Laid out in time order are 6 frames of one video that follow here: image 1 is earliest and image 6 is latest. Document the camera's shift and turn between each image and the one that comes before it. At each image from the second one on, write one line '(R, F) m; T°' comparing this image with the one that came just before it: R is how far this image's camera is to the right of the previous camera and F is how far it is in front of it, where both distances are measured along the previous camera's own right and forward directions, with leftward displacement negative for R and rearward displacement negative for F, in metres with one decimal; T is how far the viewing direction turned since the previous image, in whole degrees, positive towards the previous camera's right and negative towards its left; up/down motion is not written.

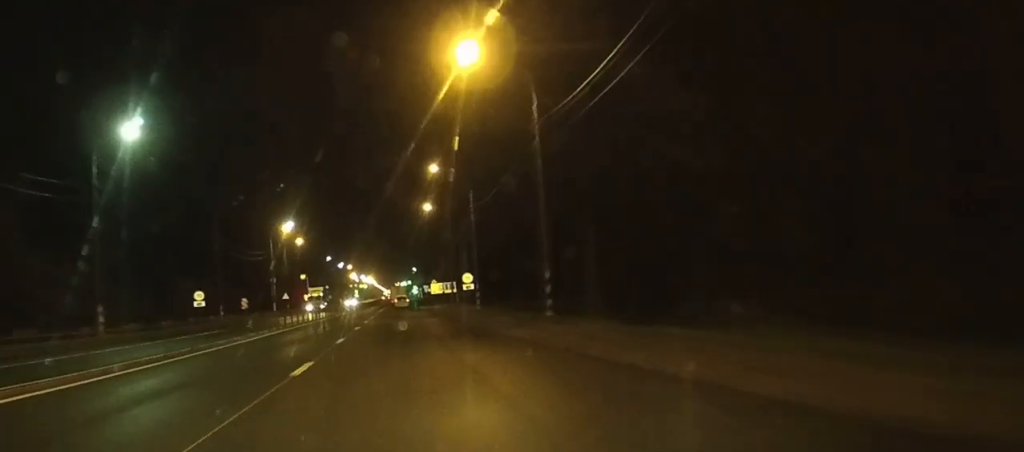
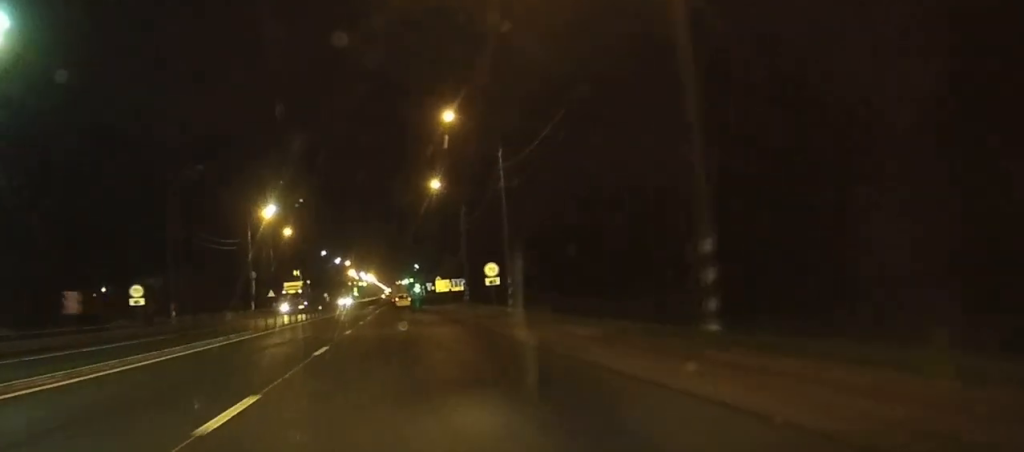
(0.0, +18.5) m; 0°
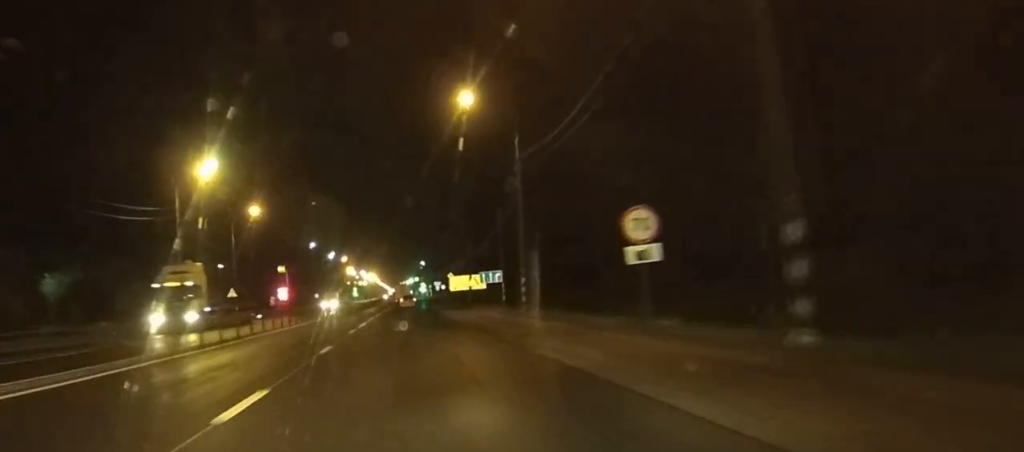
(0.0, +34.4) m; 0°
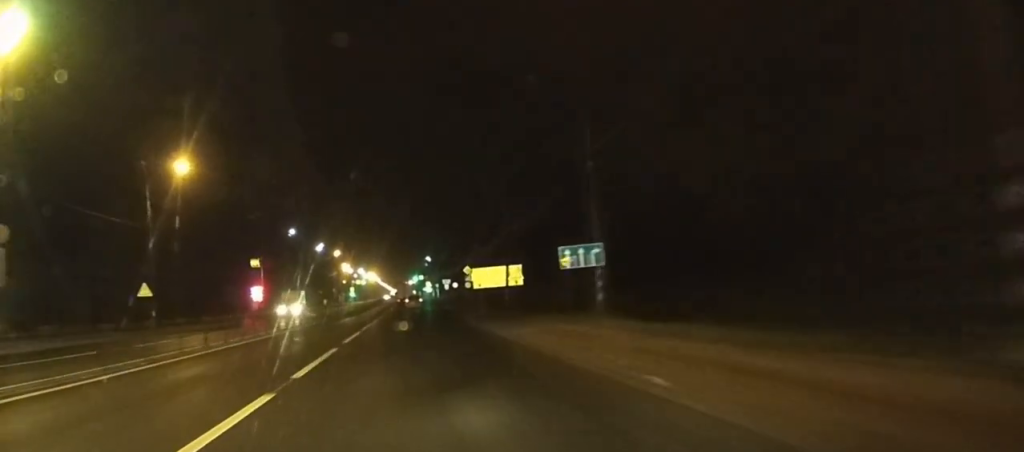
(+0.1, +35.9) m; 0°
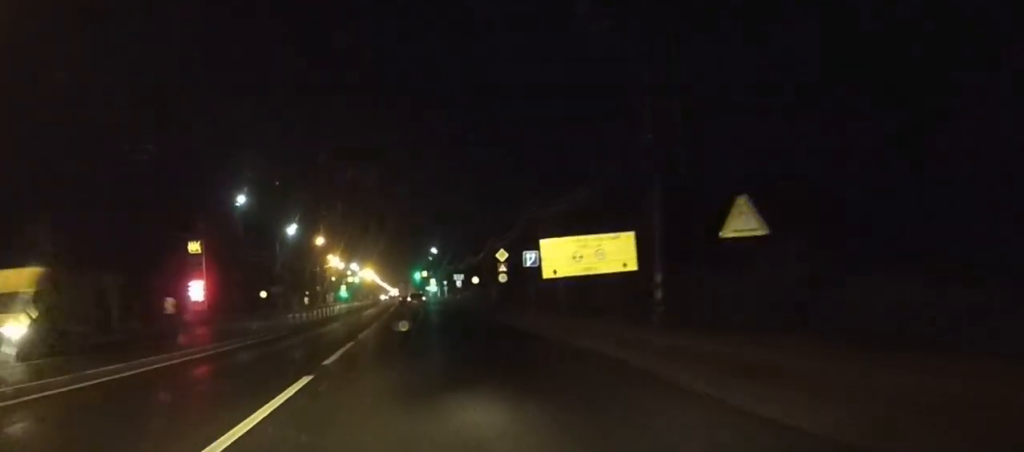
(0.0, +43.5) m; 0°
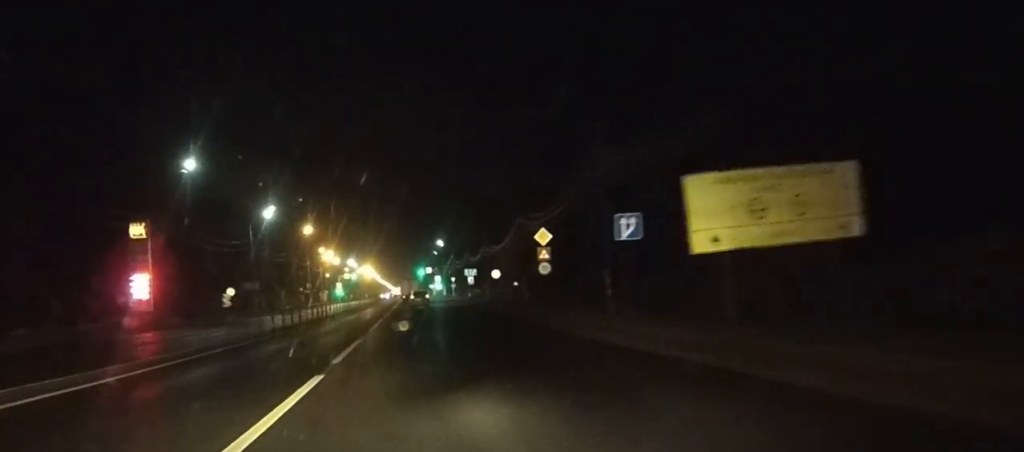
(0.0, +23.3) m; 0°
